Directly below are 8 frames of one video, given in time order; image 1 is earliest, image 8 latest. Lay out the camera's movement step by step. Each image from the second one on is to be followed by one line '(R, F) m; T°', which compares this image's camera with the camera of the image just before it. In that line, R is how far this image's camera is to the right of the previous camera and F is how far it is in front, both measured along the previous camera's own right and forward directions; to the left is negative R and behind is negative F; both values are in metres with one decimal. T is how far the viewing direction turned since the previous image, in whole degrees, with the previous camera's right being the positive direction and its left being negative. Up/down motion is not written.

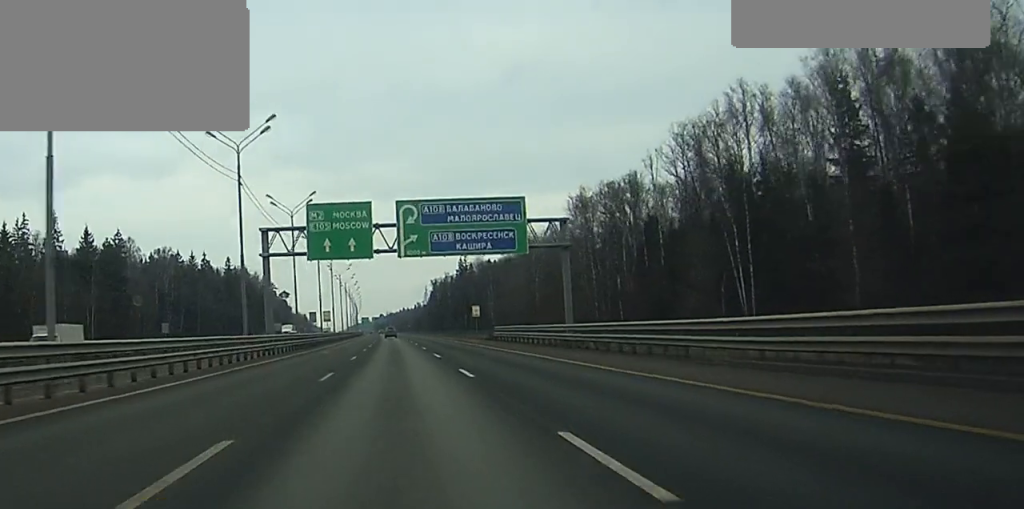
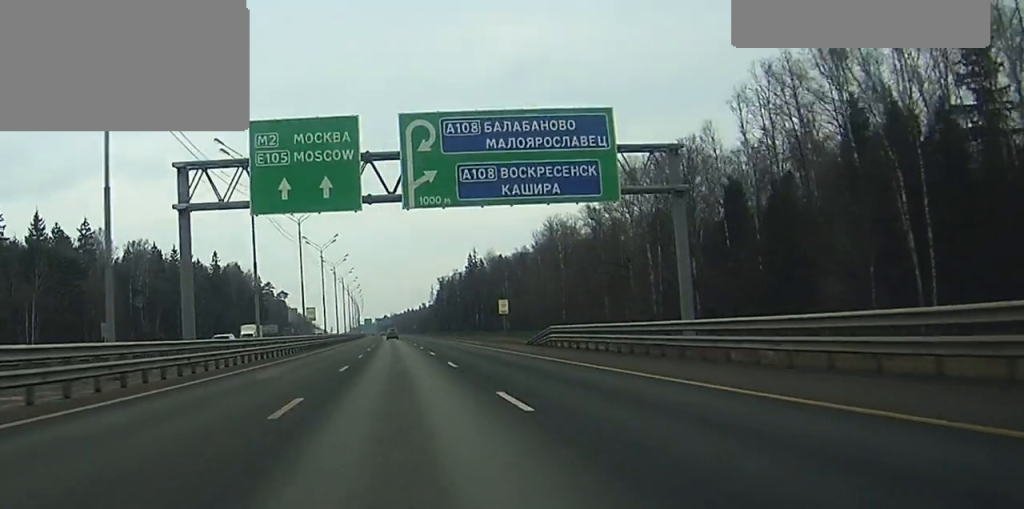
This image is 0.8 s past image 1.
(0.0, +25.2) m; 0°
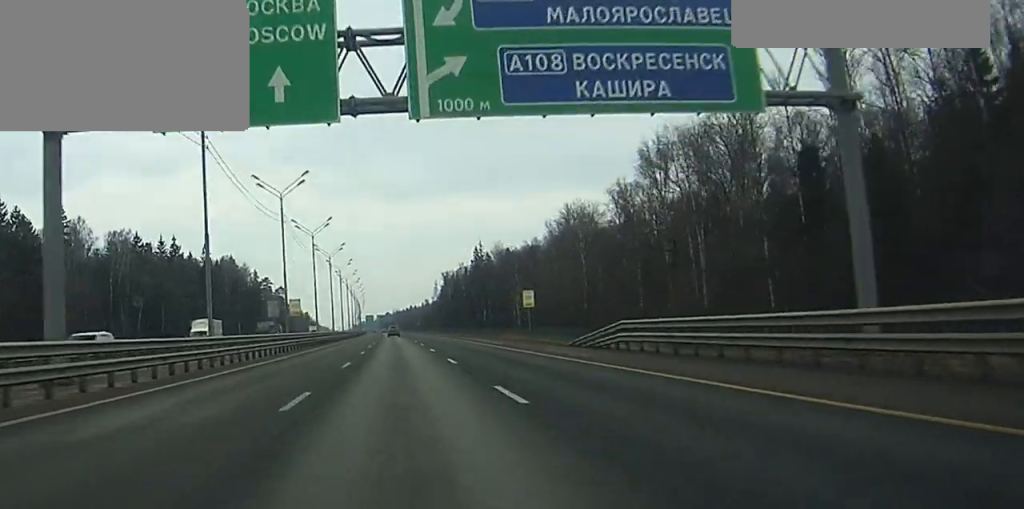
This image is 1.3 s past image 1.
(0.0, +15.2) m; 0°
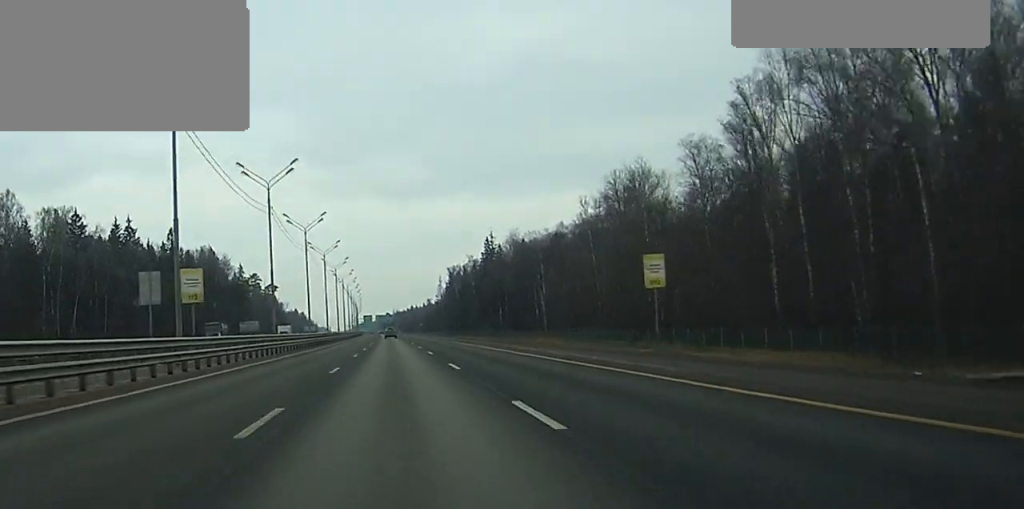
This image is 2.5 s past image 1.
(0.0, +35.7) m; 0°
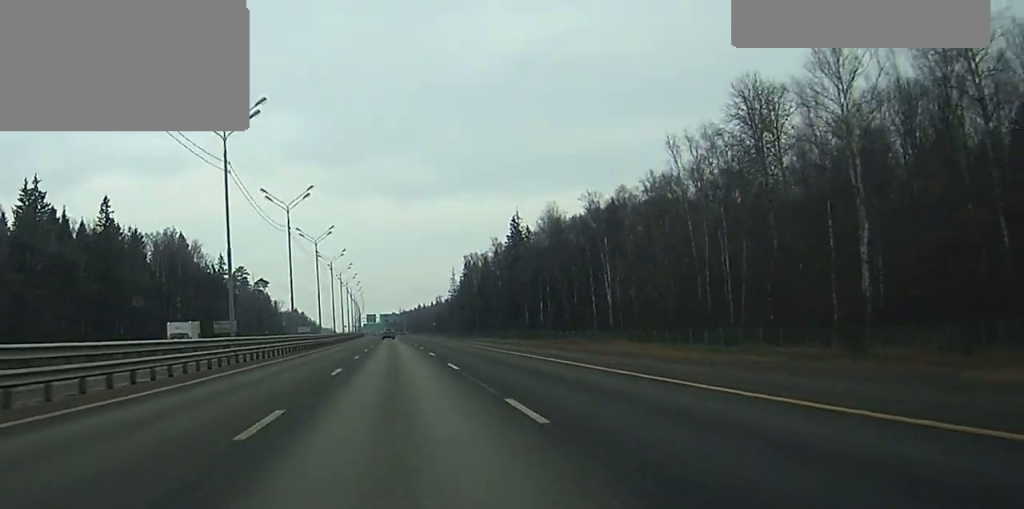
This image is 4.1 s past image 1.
(-0.1, +48.2) m; 0°
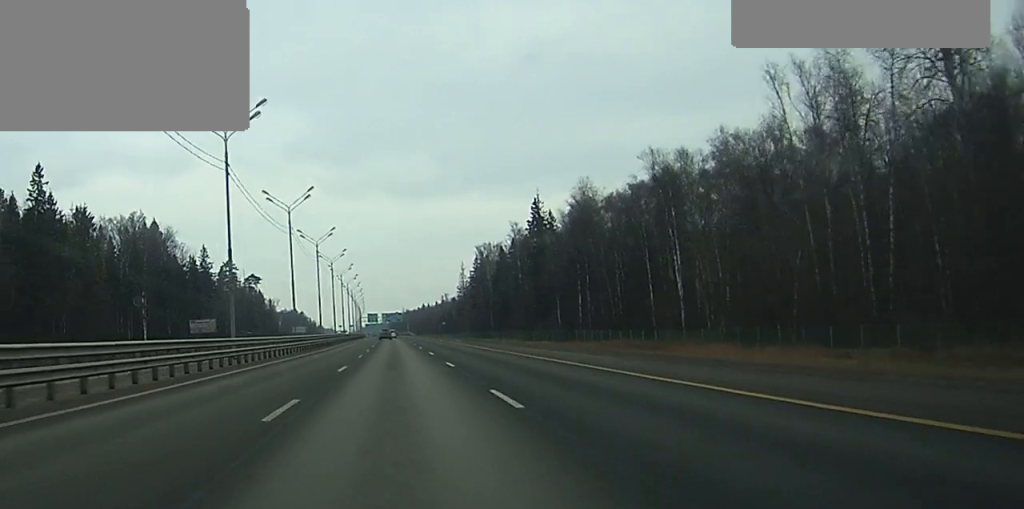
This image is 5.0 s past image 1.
(-0.2, +30.0) m; 0°
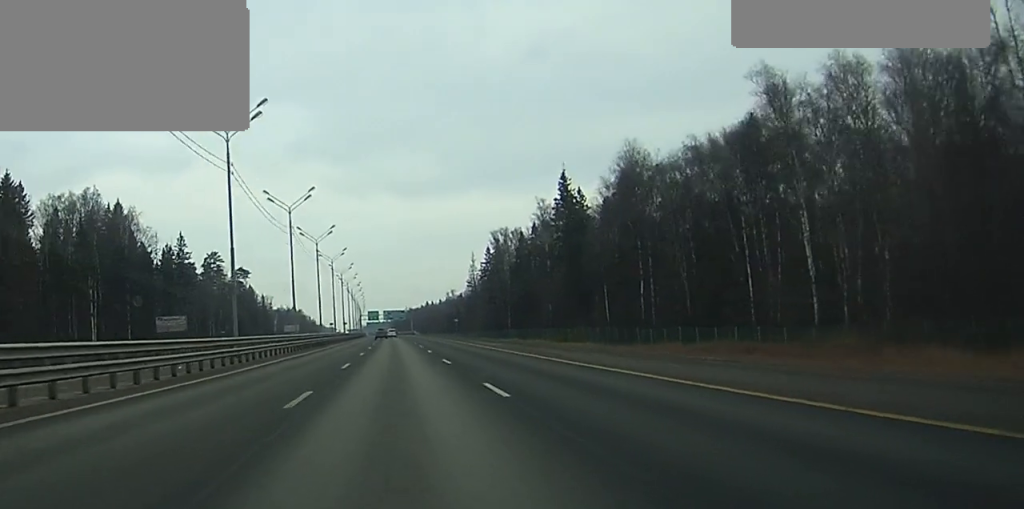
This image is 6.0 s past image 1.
(0.0, +30.1) m; 0°
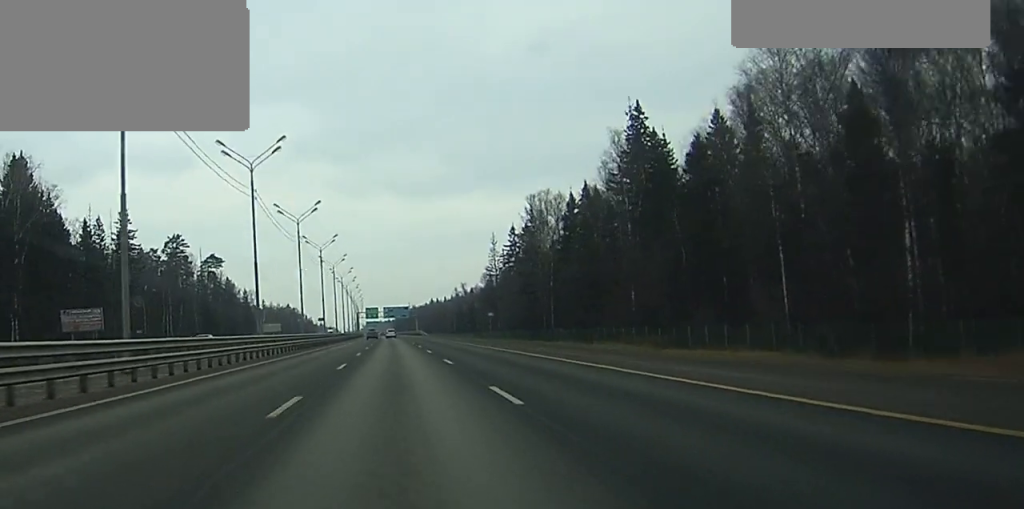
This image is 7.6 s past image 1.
(0.0, +50.1) m; 0°
